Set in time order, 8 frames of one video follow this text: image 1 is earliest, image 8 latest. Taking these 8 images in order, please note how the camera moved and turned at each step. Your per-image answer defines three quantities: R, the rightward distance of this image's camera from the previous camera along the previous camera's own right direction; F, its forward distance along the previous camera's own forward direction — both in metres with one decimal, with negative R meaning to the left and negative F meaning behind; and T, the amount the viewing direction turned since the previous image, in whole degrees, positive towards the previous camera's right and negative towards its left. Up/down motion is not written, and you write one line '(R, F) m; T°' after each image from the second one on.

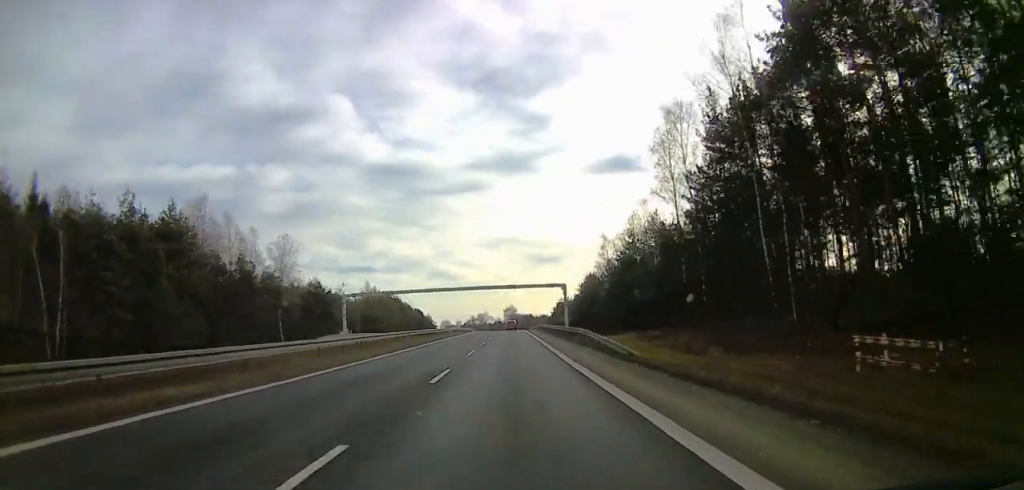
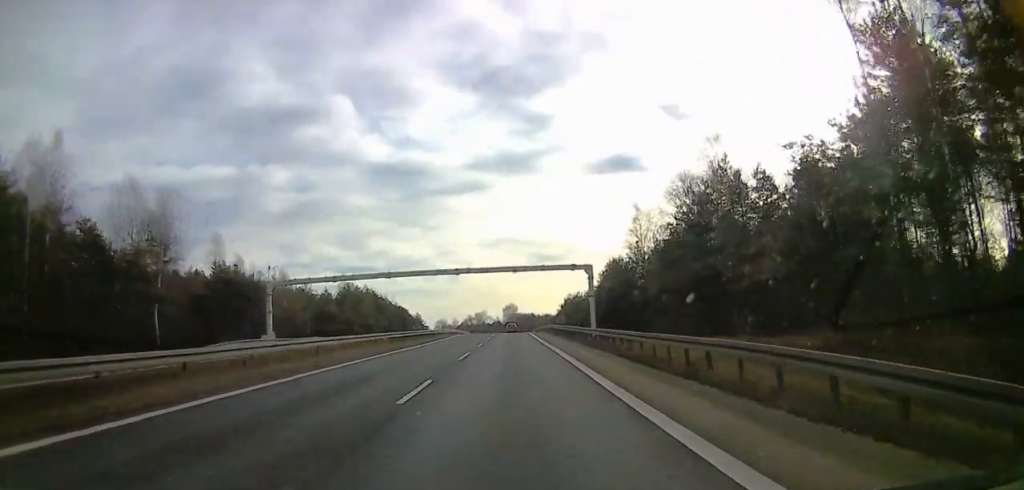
(0.0, +28.6) m; 0°
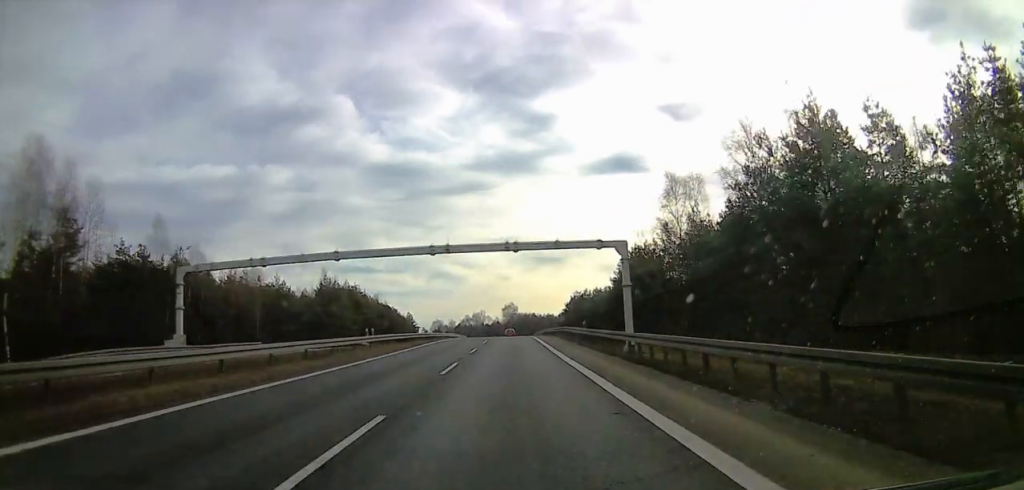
(0.0, +18.4) m; 0°
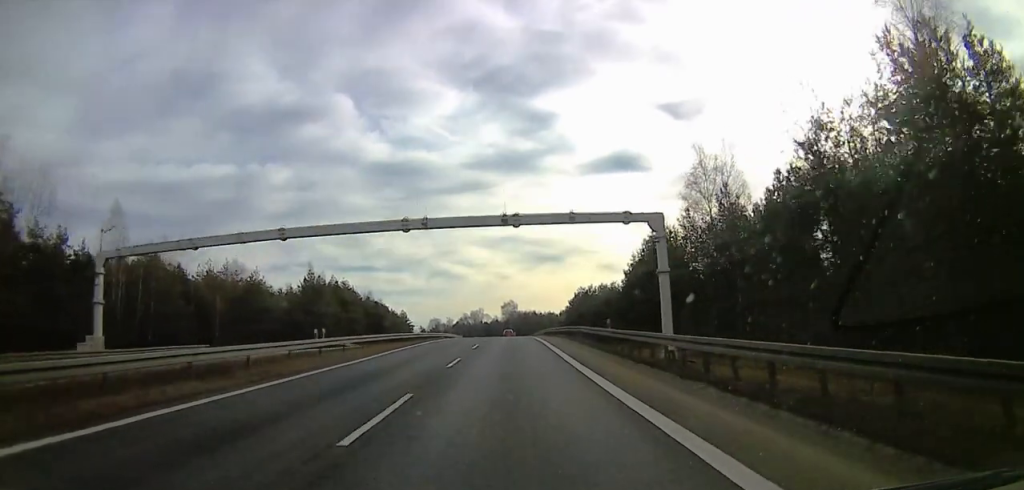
(0.0, +10.5) m; 0°
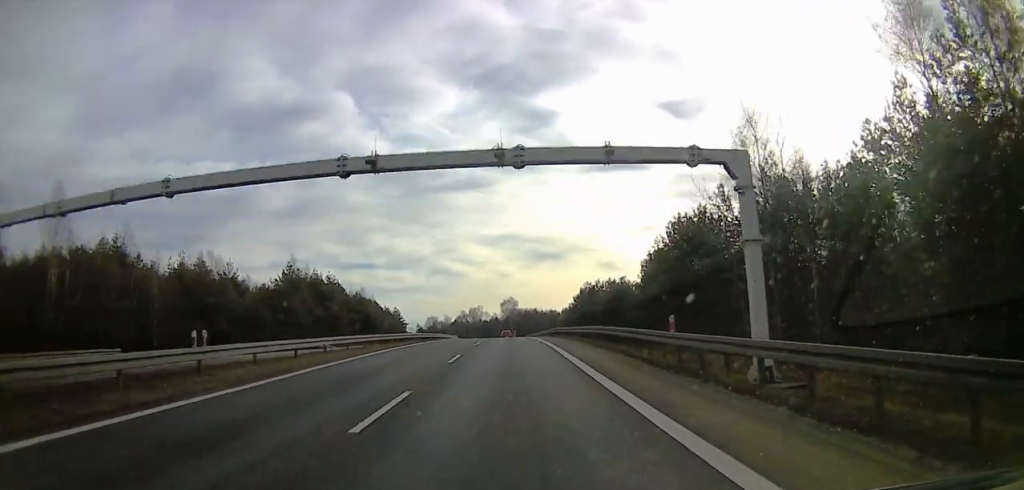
(0.0, +12.1) m; 0°
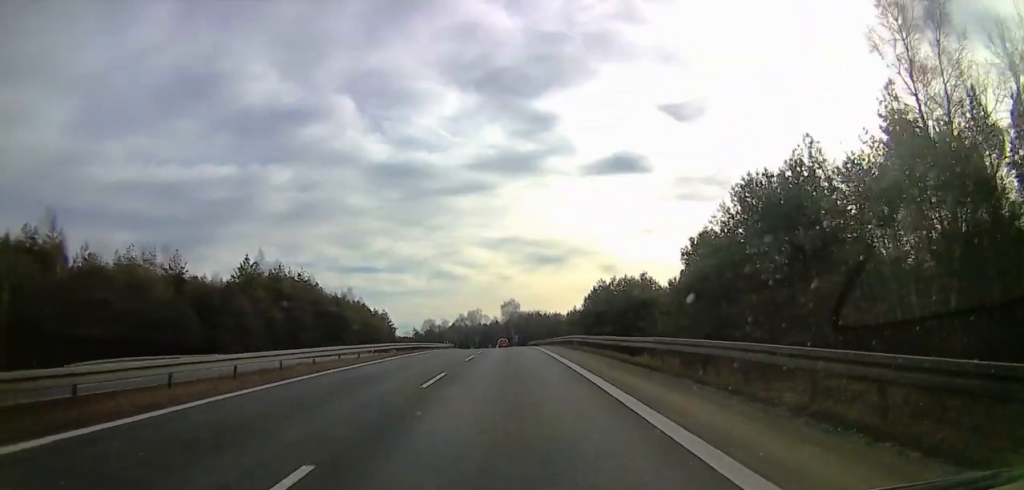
(+0.1, +19.3) m; 0°
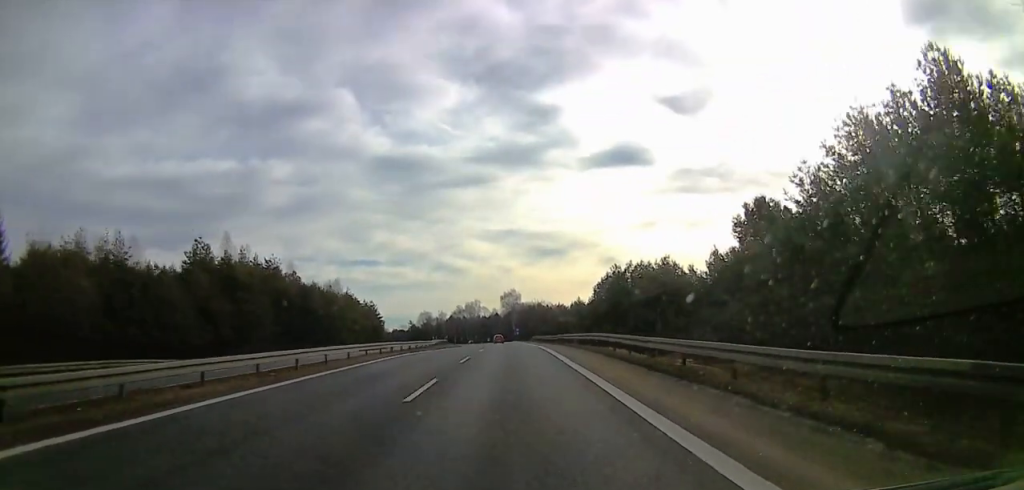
(0.0, +15.9) m; 0°
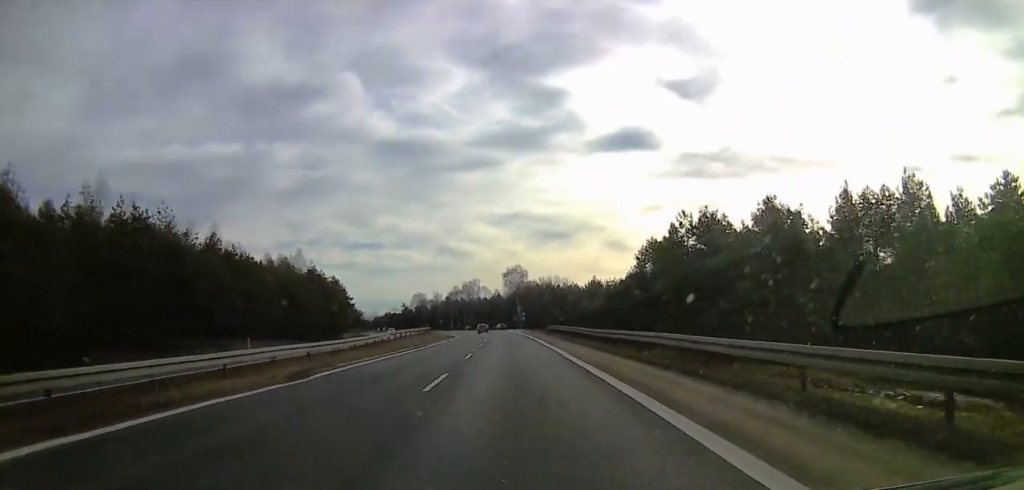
(-0.2, +40.0) m; 0°
